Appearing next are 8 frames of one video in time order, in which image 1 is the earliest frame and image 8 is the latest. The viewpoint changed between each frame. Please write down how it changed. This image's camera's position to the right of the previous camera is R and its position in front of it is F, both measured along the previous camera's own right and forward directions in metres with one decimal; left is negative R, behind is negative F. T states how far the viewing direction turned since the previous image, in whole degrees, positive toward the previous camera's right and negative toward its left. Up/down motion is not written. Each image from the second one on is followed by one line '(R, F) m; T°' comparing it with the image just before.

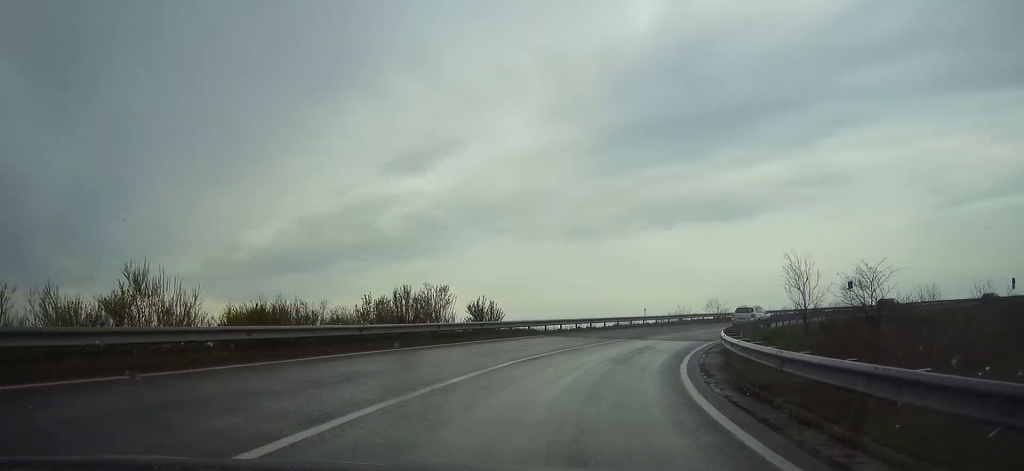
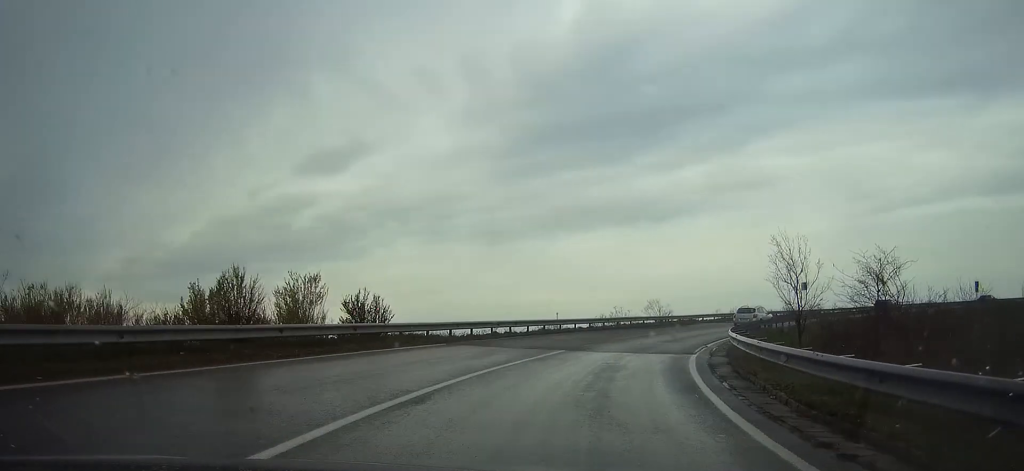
(+0.6, +9.9) m; +8°
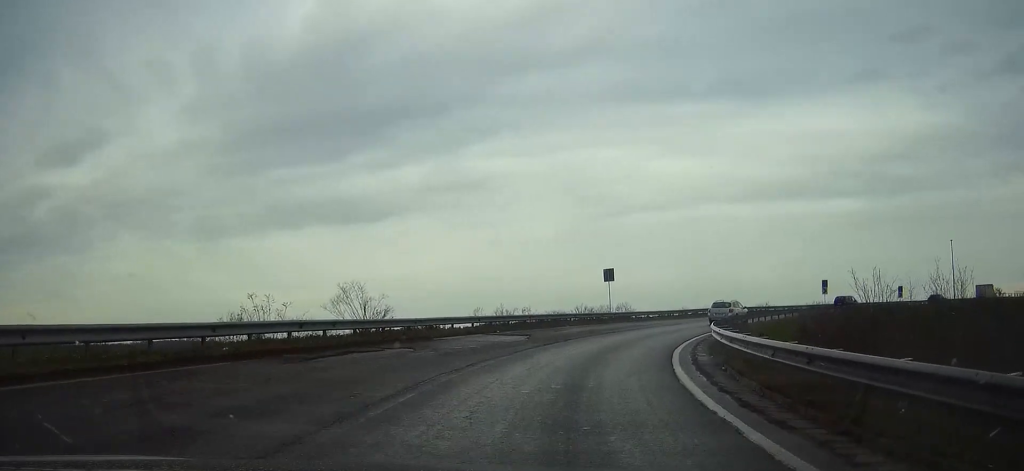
(+5.9, +28.6) m; +23°
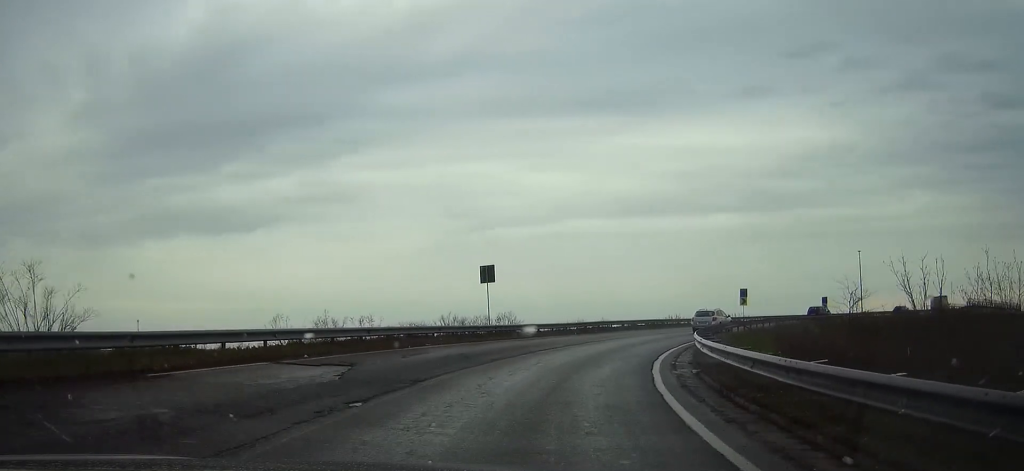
(+1.2, +13.2) m; +10°
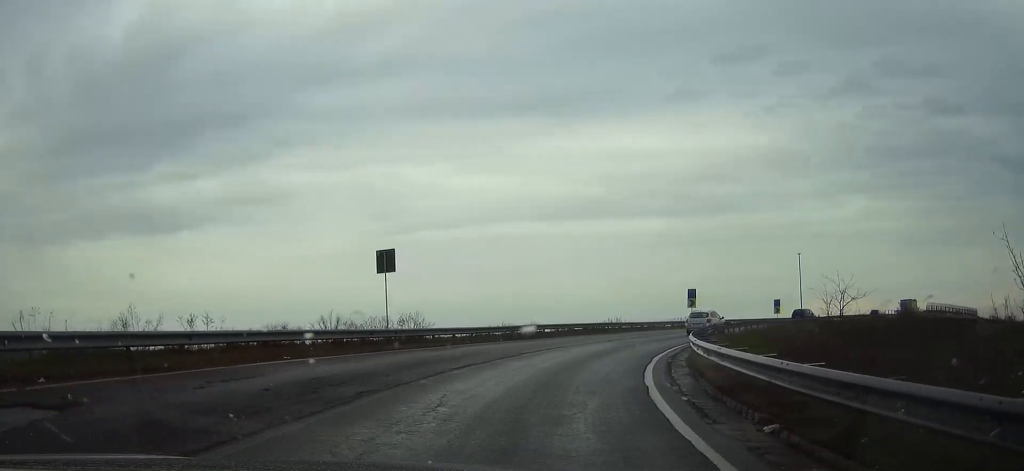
(+0.4, +8.9) m; +6°
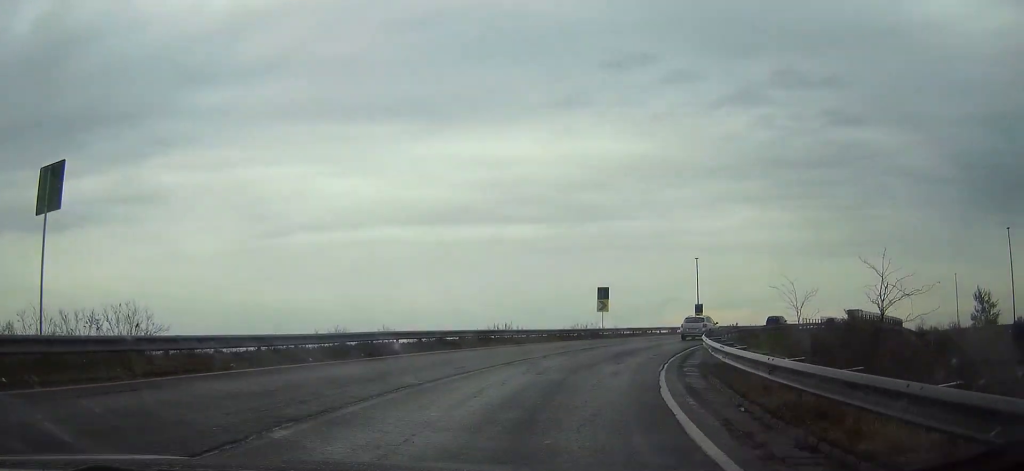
(+1.4, +15.5) m; +10°
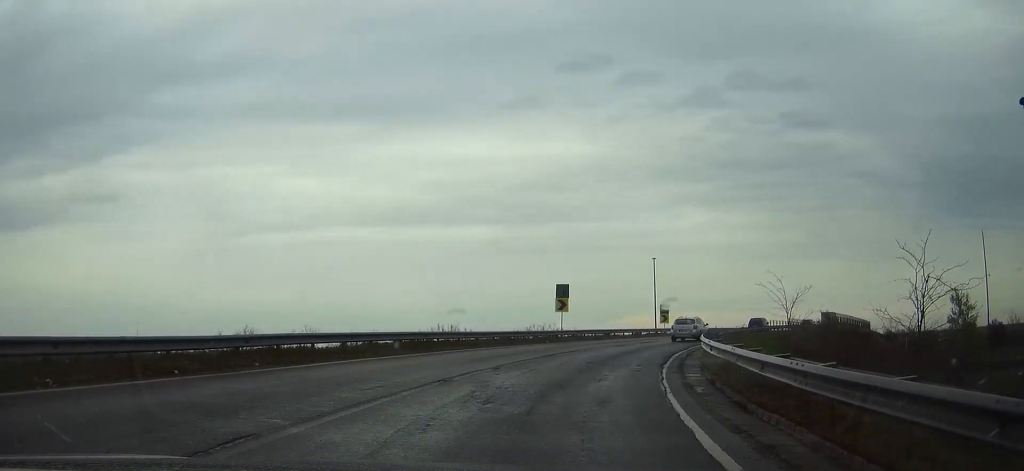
(+0.2, +5.4) m; +3°
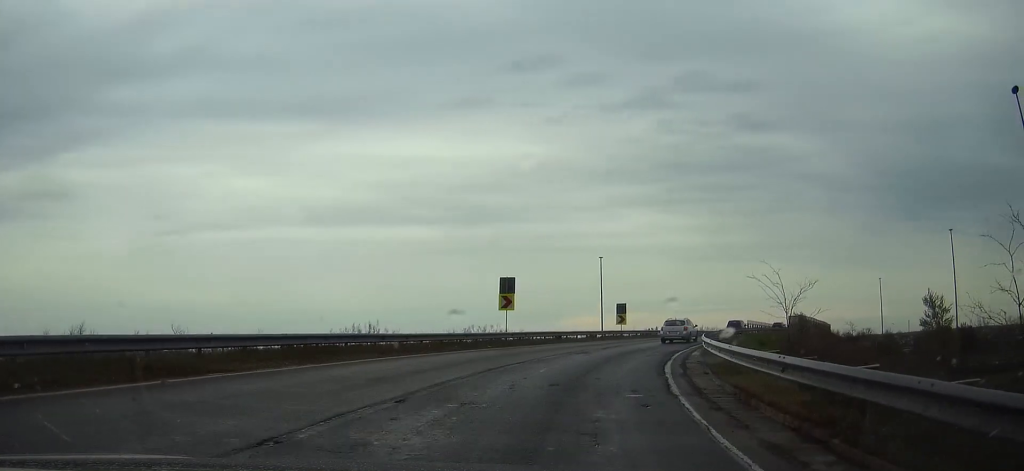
(+0.2, +7.2) m; +5°
